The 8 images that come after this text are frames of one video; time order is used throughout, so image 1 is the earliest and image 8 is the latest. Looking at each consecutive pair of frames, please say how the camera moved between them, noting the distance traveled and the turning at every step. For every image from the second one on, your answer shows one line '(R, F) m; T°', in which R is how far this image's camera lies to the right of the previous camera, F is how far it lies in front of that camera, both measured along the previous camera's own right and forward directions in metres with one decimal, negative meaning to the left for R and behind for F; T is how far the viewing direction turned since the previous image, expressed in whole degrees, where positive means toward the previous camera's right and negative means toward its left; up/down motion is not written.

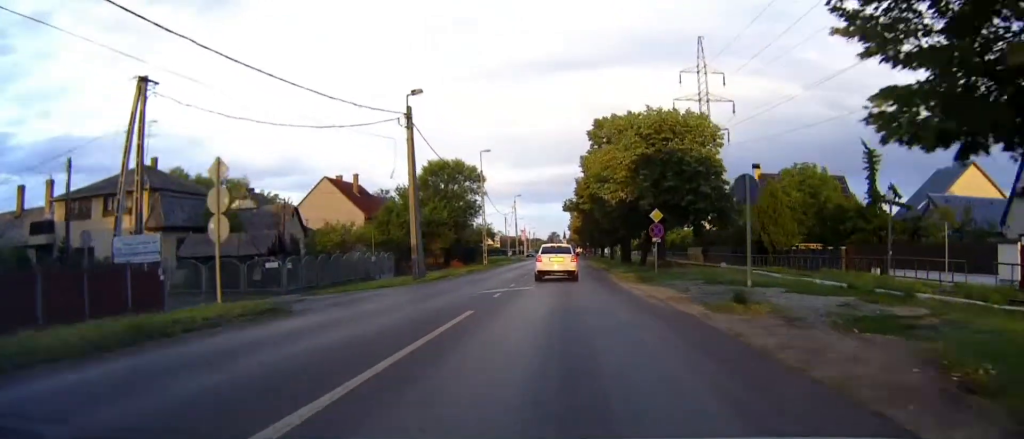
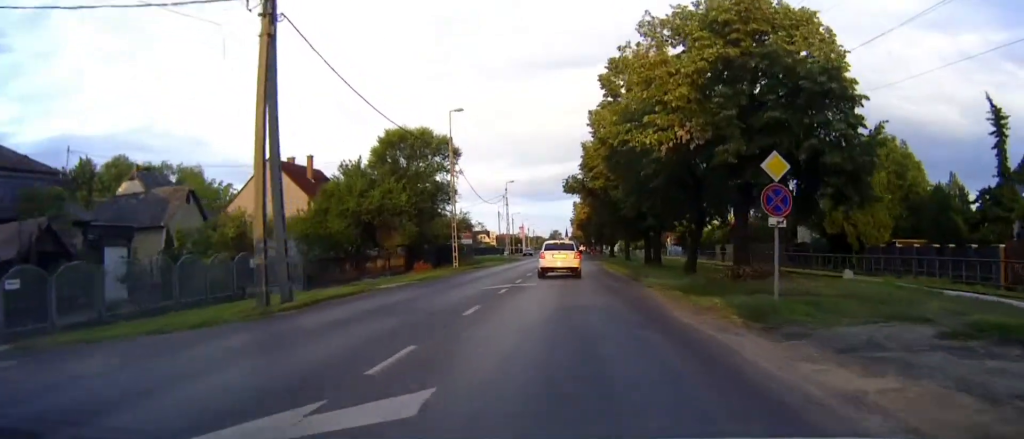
(-0.1, +18.1) m; 0°
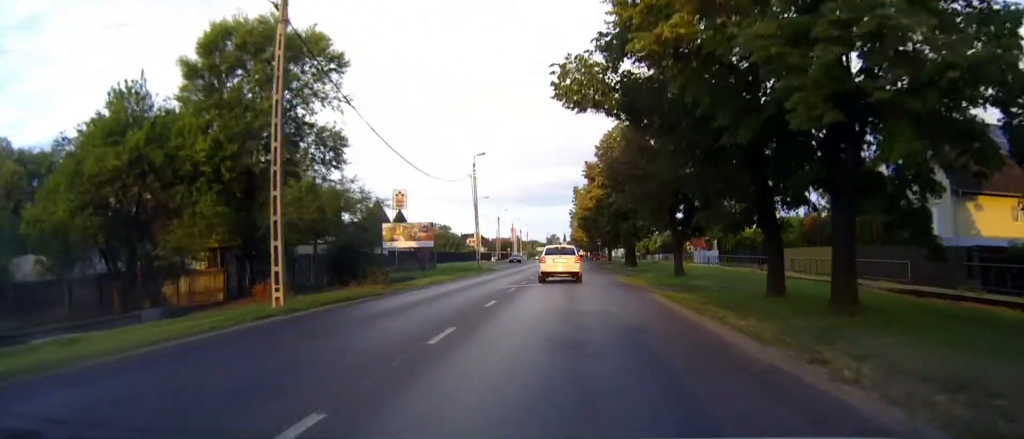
(+0.1, +28.3) m; 0°
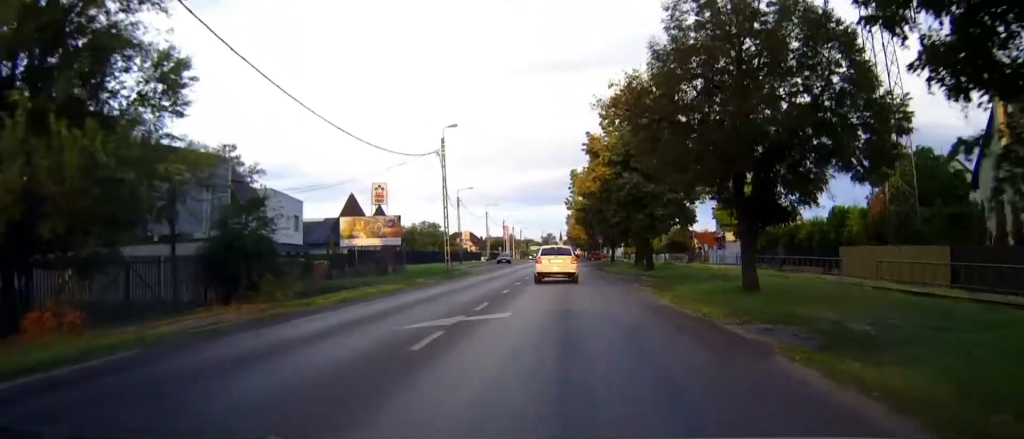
(0.0, +13.0) m; 0°
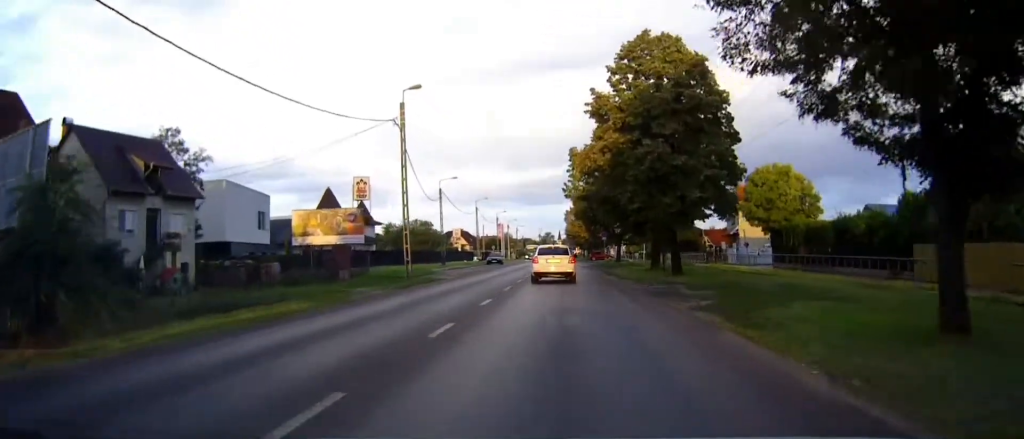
(0.0, +10.7) m; 0°
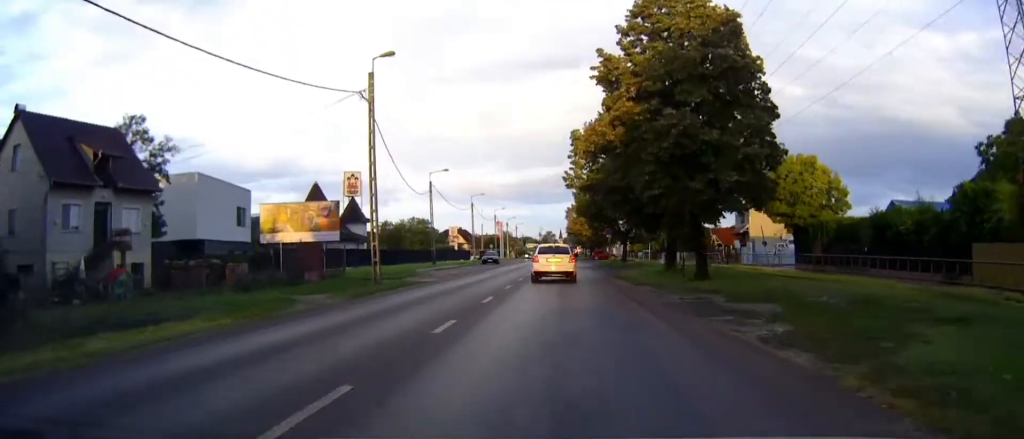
(0.0, +5.6) m; 0°
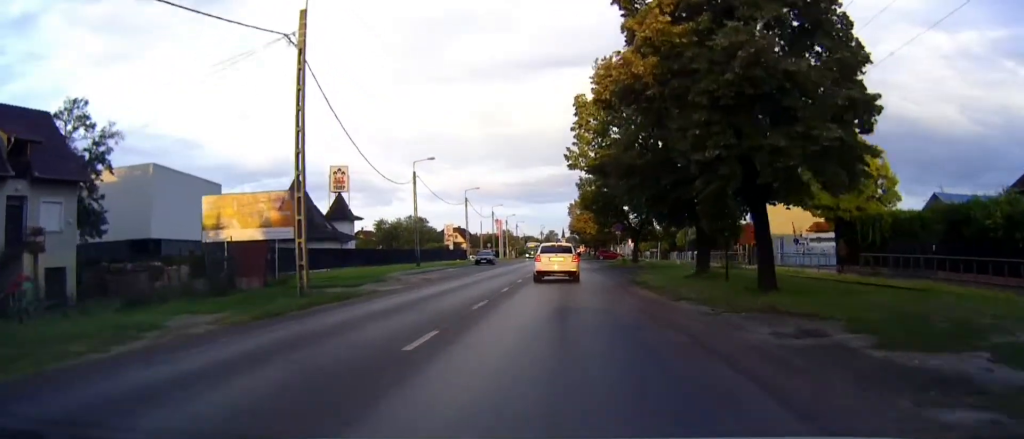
(0.0, +8.0) m; 0°
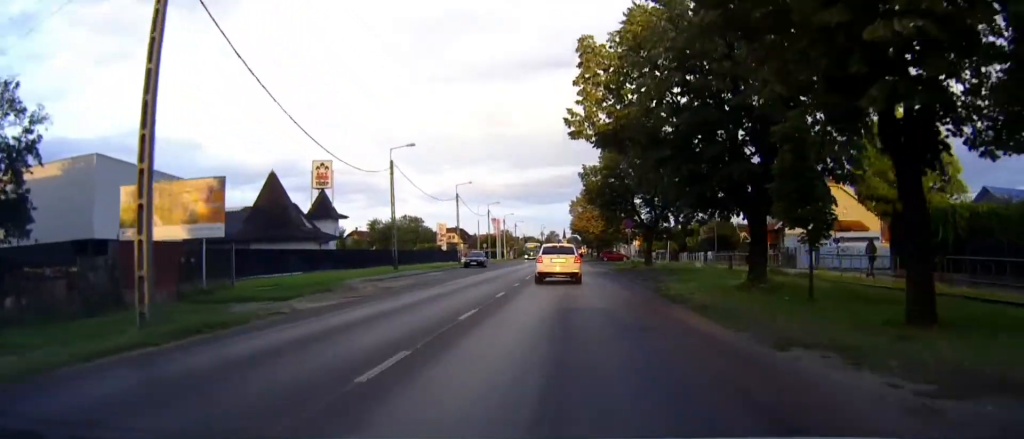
(-0.1, +8.0) m; 0°
